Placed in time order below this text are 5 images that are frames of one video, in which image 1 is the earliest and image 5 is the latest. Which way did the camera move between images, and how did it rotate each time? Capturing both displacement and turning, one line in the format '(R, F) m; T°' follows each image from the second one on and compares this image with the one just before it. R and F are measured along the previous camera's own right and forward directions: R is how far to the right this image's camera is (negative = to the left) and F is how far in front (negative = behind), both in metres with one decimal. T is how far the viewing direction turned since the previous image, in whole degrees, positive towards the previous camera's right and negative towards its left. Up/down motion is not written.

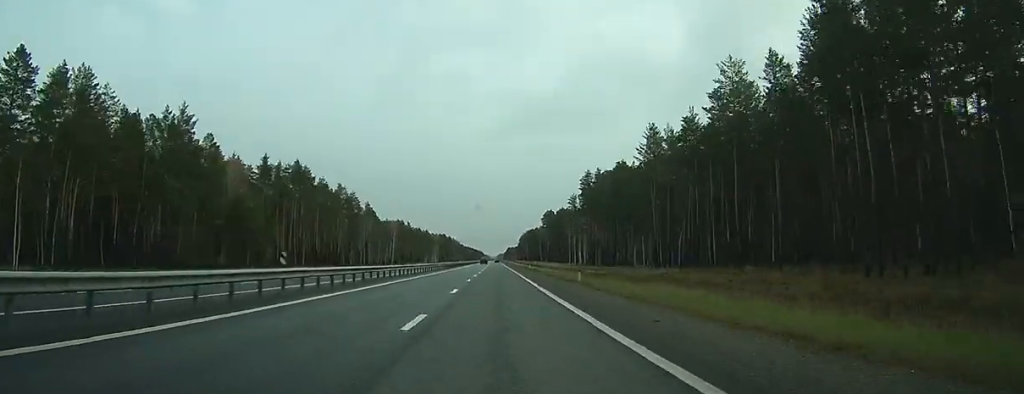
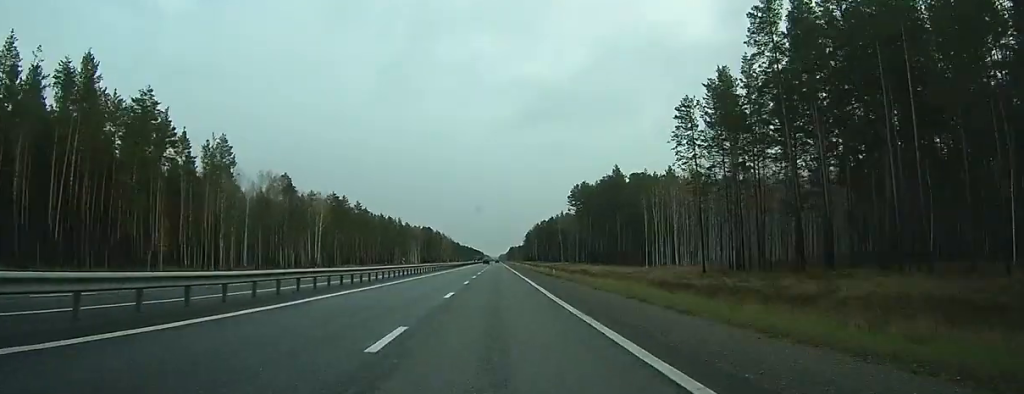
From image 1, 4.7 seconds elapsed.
(+0.2, +131.2) m; 0°
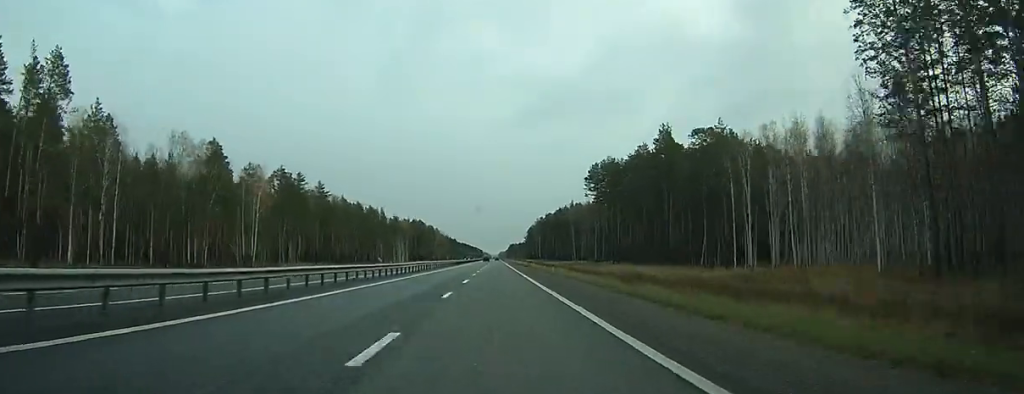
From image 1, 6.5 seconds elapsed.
(0.0, +50.3) m; 0°
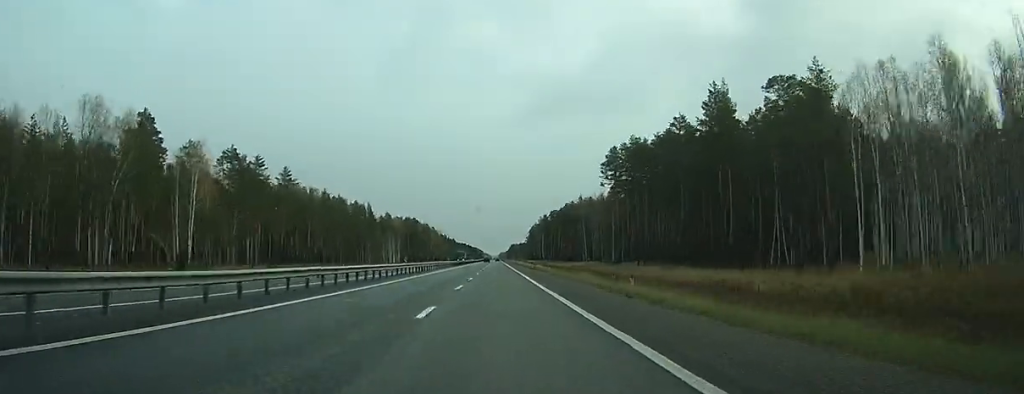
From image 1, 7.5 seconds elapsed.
(0.0, +30.2) m; 0°
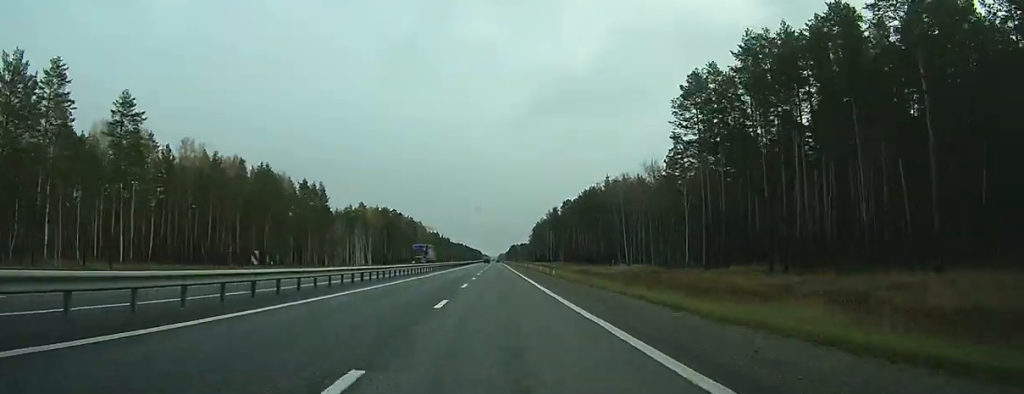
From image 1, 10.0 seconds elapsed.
(+0.1, +67.4) m; 0°
